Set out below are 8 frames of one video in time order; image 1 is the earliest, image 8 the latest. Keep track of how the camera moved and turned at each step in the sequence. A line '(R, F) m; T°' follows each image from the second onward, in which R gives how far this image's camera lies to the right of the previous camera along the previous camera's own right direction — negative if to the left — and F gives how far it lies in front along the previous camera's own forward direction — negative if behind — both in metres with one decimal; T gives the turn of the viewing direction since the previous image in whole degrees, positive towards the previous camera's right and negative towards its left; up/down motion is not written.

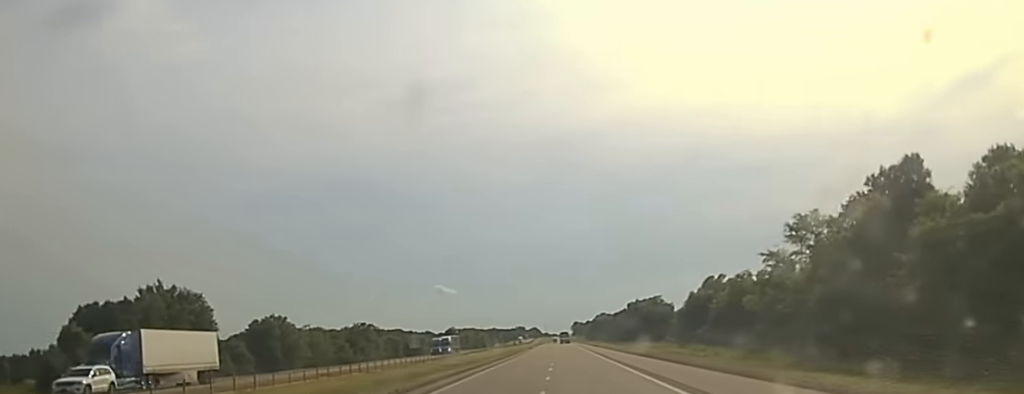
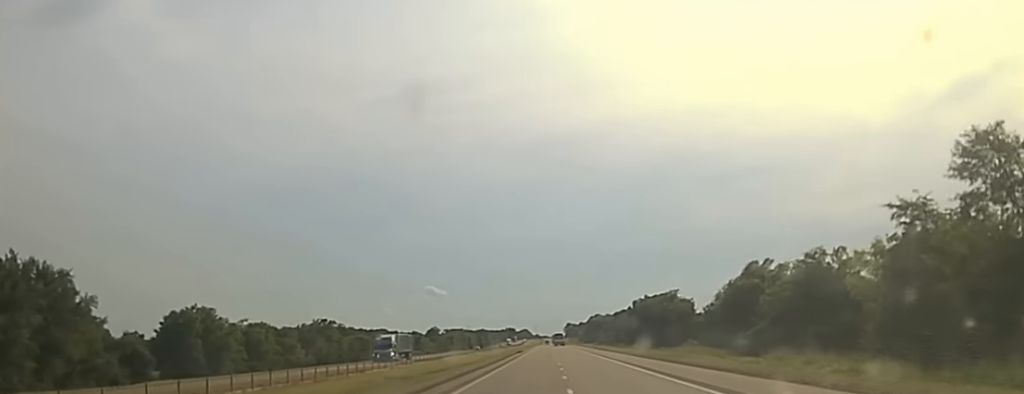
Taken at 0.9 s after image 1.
(-0.3, +43.8) m; 0°
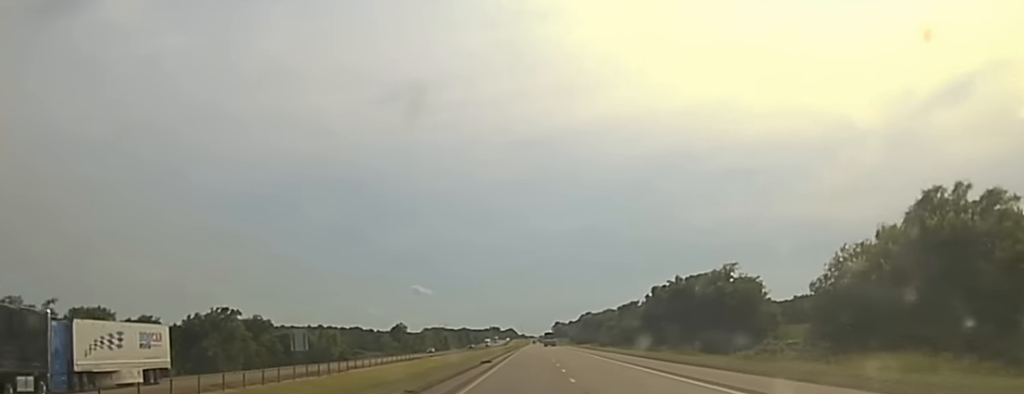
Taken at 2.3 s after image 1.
(+0.5, +78.8) m; +1°
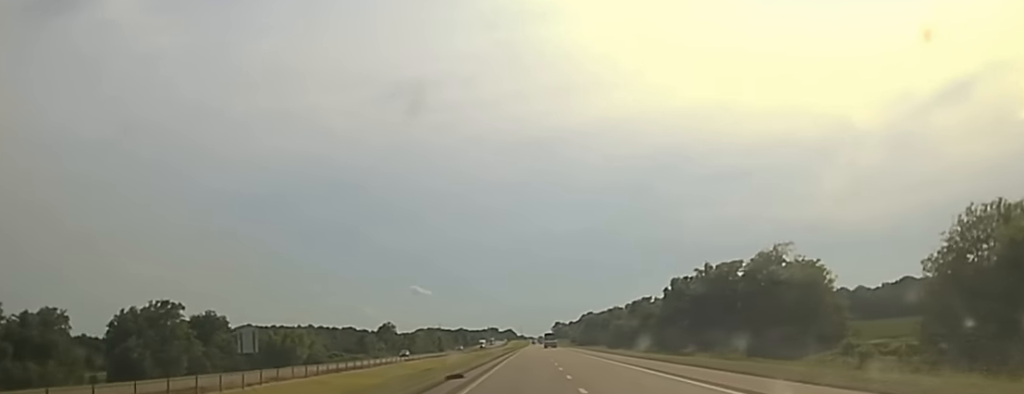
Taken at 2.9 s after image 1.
(+0.3, +32.6) m; 0°
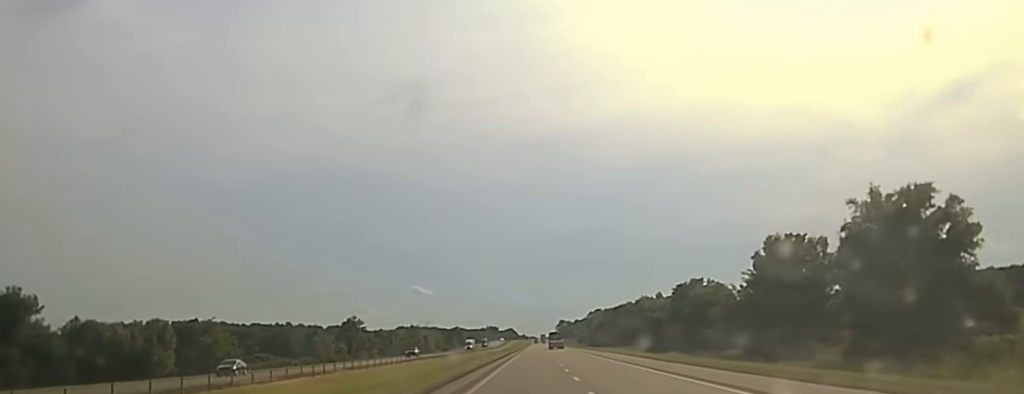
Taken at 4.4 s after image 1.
(-0.2, +77.3) m; 0°
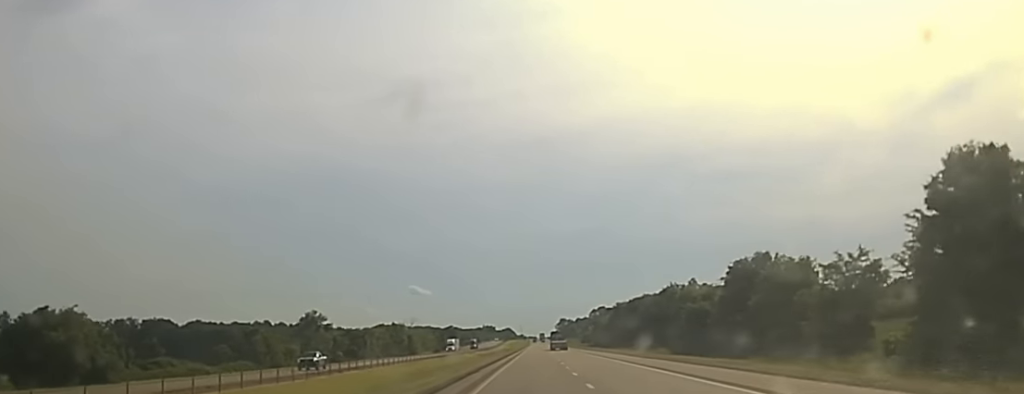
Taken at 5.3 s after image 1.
(0.0, +50.0) m; 0°
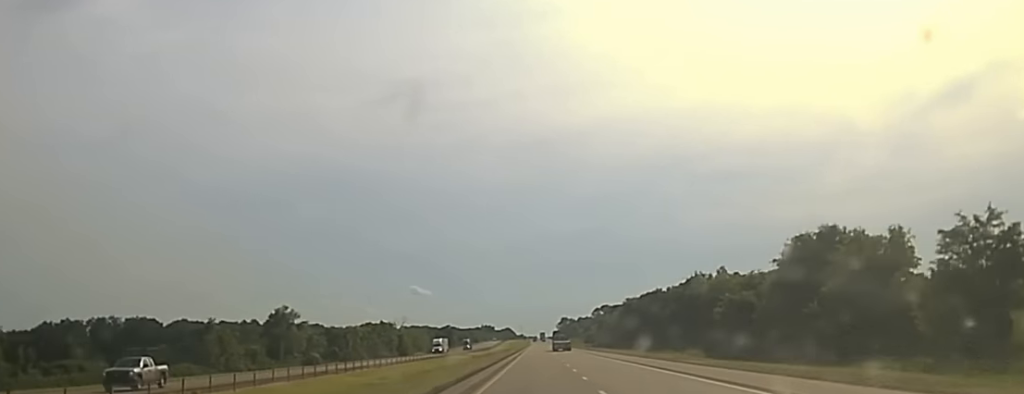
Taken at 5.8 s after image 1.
(0.0, +27.7) m; 0°
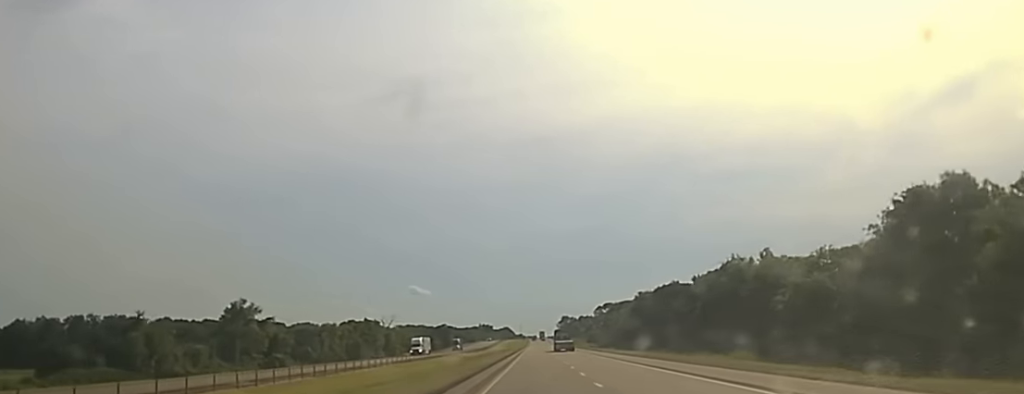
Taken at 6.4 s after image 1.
(+0.1, +30.3) m; 0°
